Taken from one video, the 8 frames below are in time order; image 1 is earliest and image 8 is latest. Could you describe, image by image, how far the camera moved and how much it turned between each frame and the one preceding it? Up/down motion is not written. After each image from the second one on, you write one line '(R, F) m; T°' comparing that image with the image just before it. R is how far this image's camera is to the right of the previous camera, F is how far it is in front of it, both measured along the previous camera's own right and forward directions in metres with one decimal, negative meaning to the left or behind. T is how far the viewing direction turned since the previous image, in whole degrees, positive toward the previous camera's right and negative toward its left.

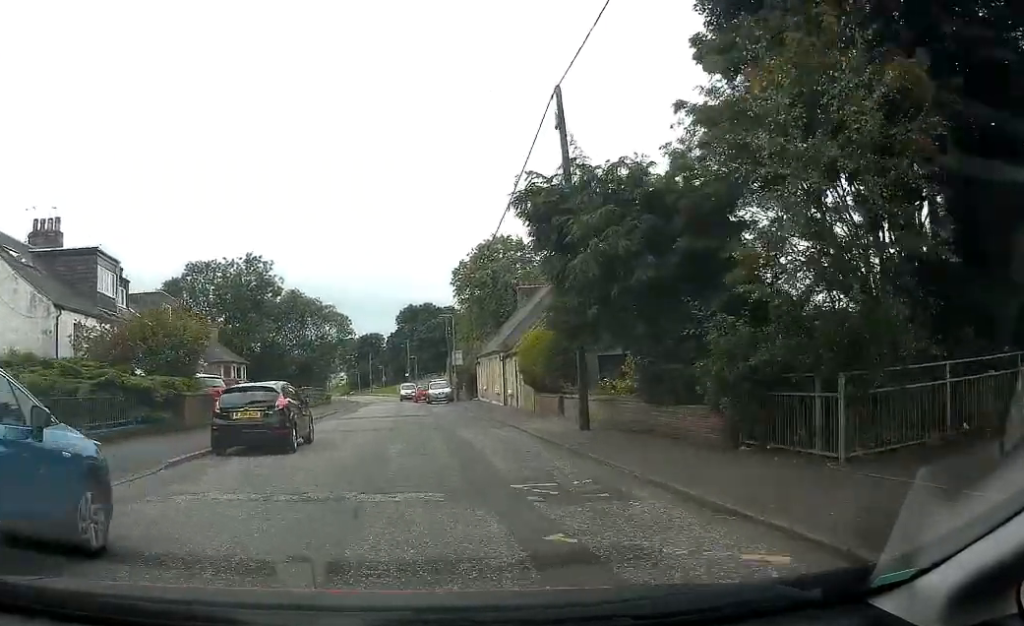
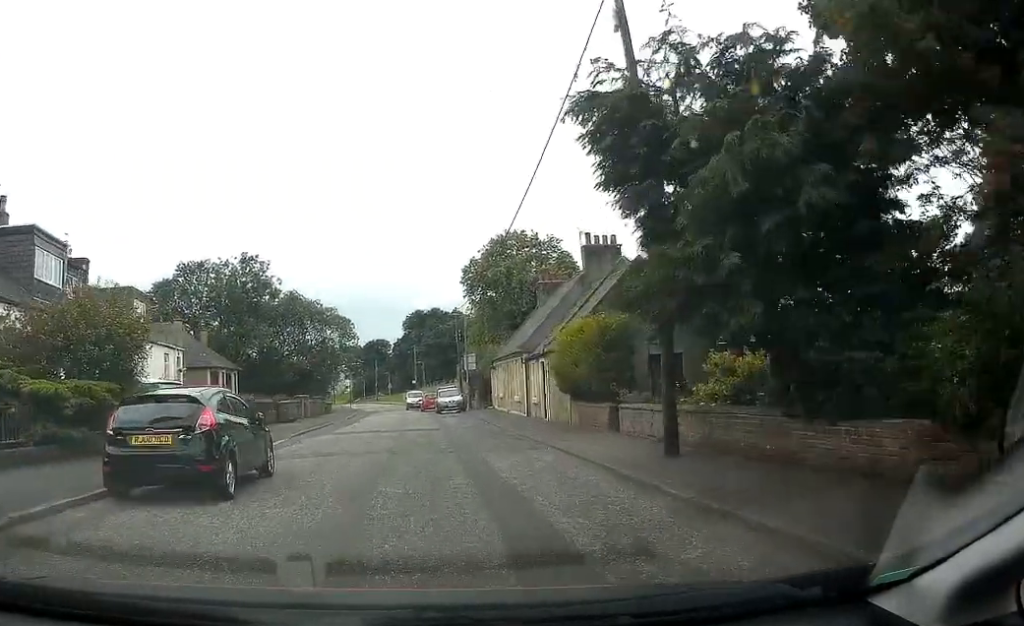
(0.0, +5.0) m; -2°
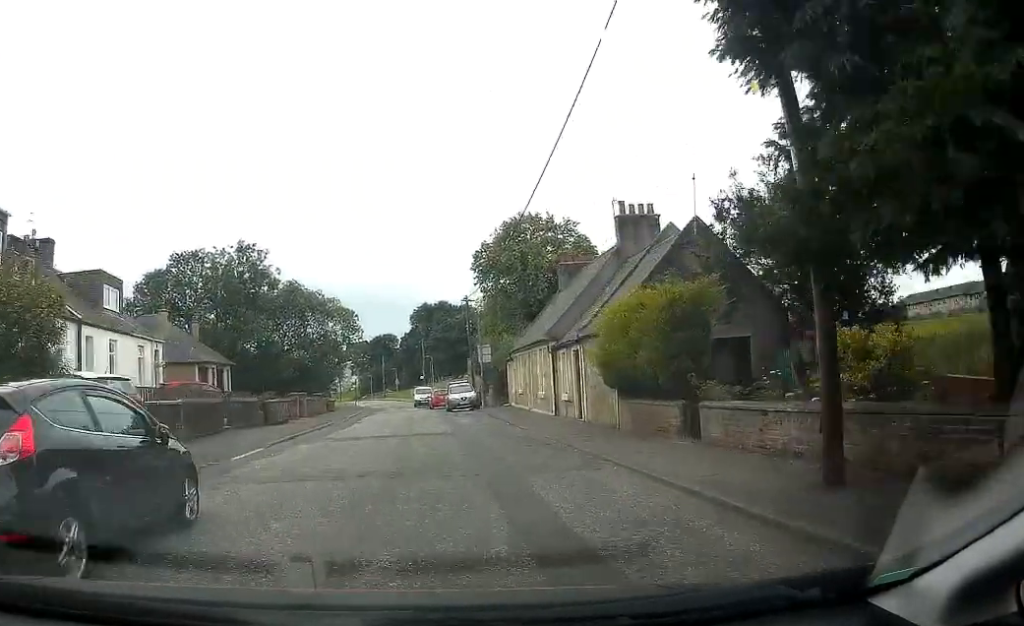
(+0.1, +4.2) m; -2°
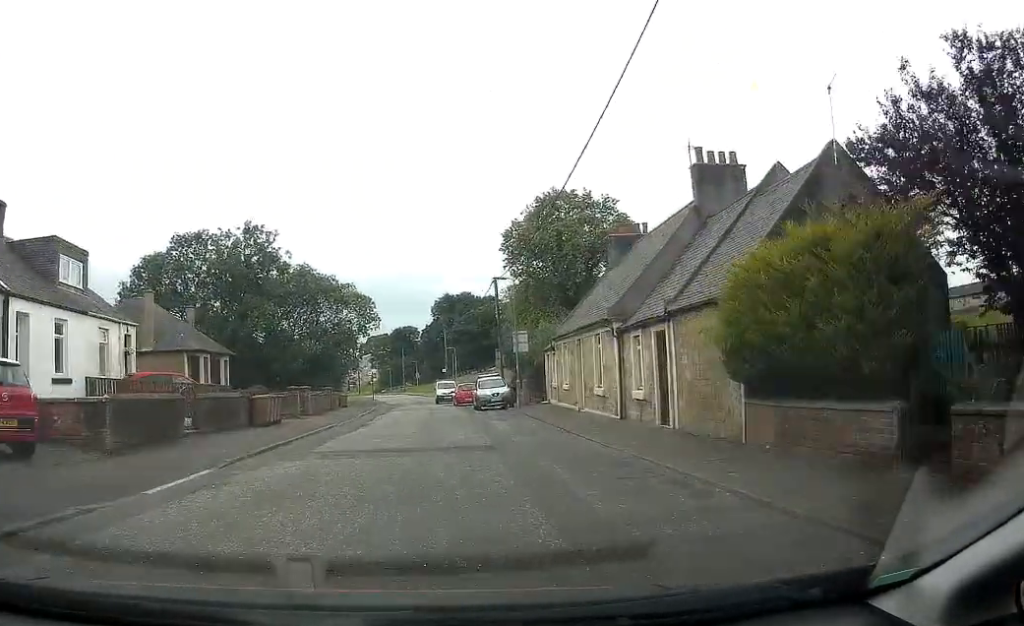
(-0.3, +5.7) m; -2°
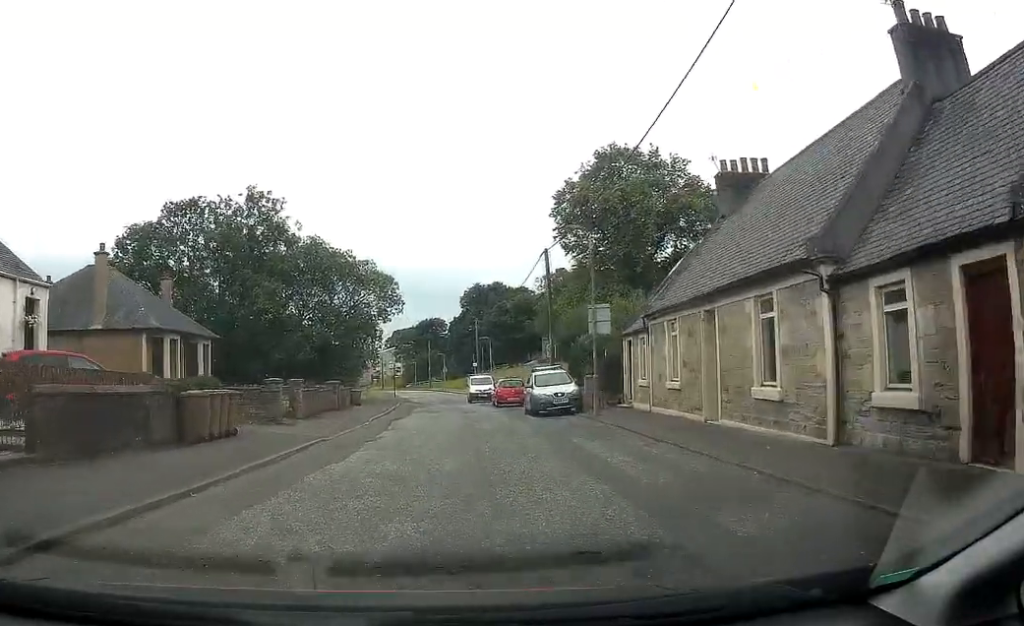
(-0.2, +8.9) m; -1°
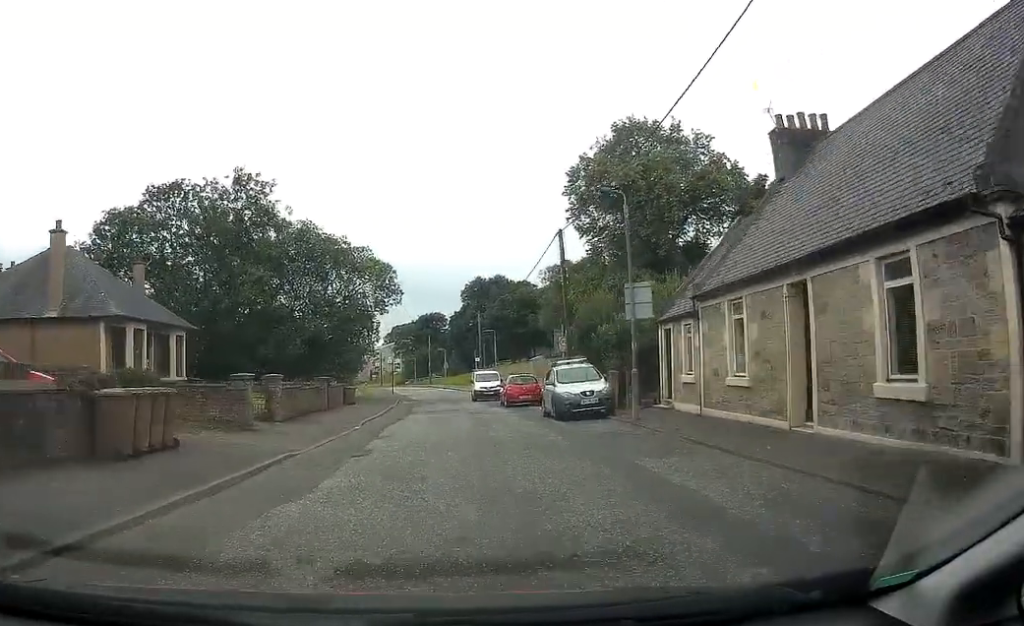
(0.0, +4.0) m; 0°
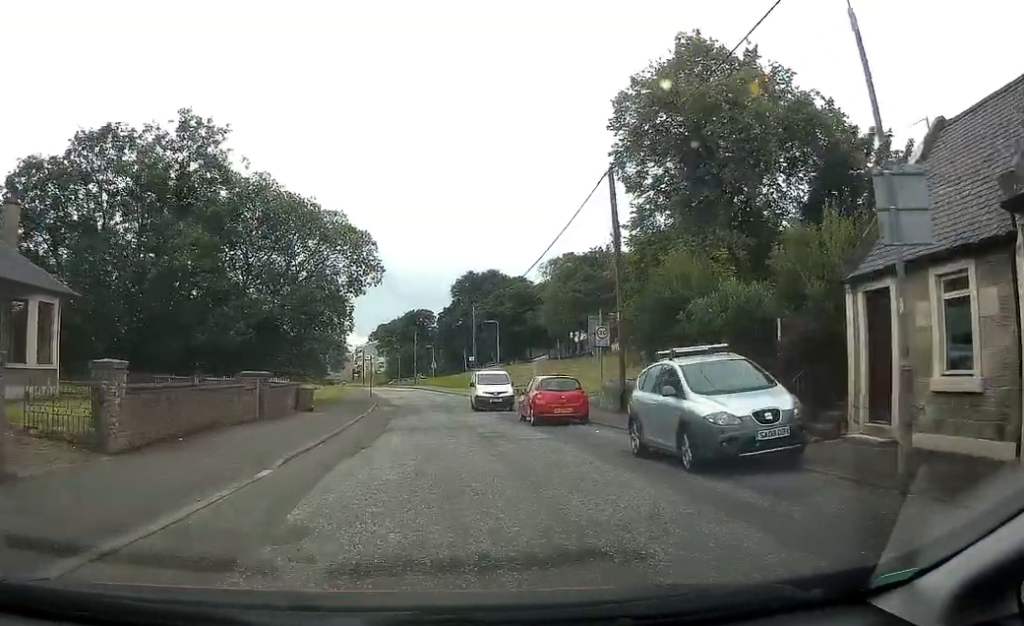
(-0.2, +11.5) m; -2°
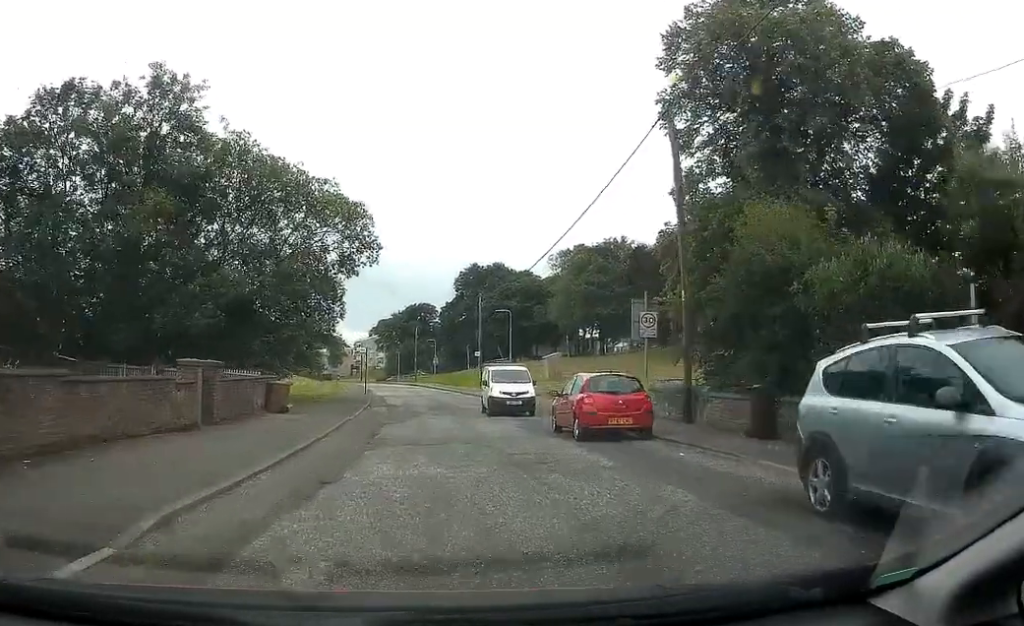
(-0.3, +6.1) m; 0°
